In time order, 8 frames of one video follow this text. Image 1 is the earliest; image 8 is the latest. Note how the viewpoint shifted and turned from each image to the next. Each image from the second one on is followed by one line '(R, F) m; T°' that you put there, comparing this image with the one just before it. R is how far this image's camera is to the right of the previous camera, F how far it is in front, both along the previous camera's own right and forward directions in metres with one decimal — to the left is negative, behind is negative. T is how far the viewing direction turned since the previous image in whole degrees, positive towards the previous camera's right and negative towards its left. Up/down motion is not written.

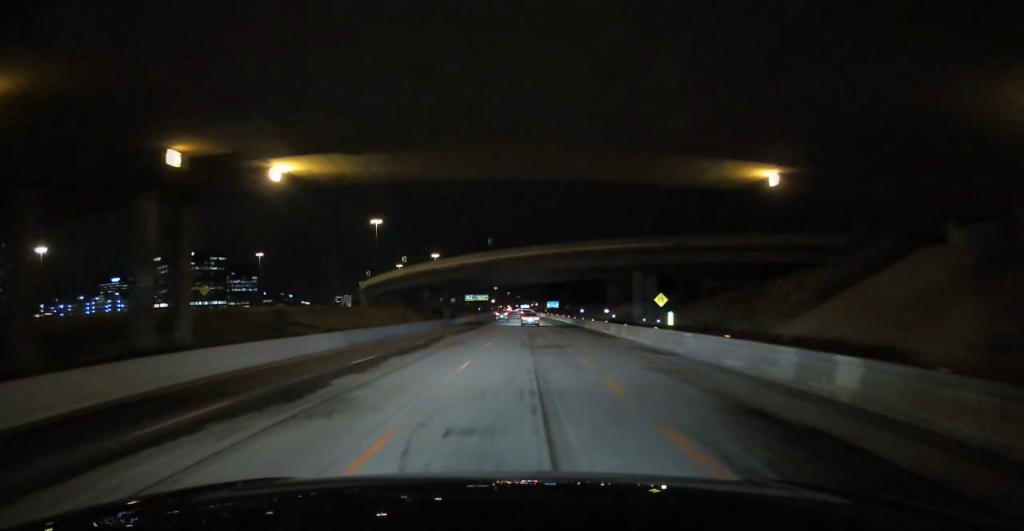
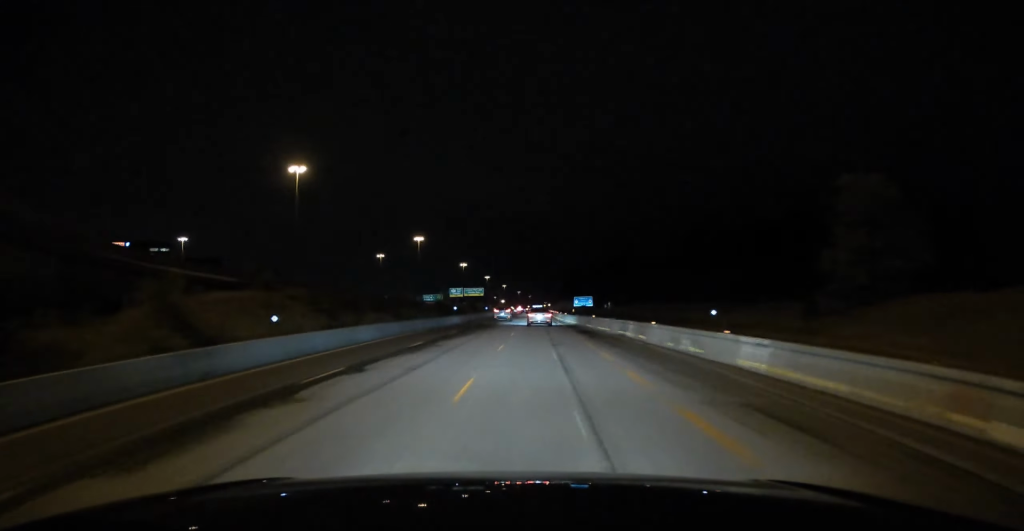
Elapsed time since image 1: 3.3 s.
(-0.6, +102.9) m; 0°
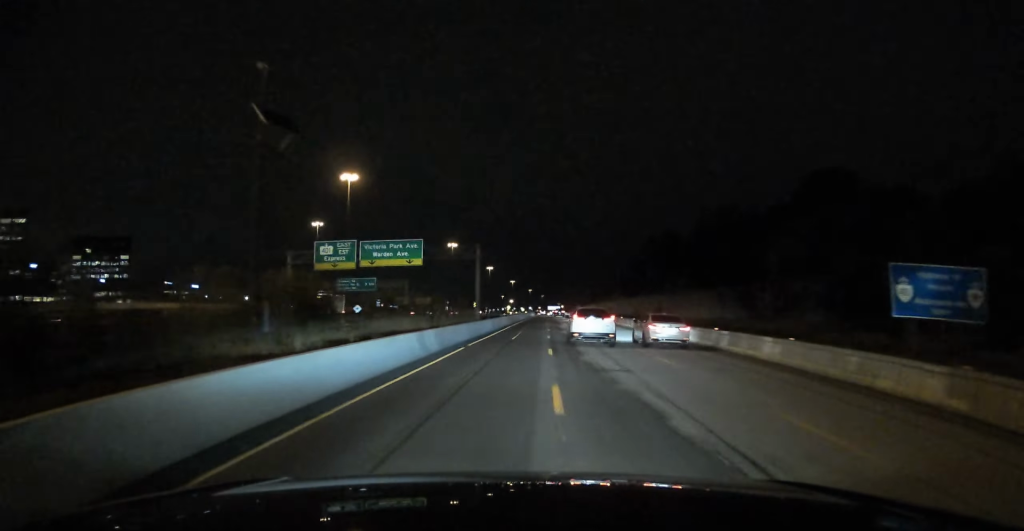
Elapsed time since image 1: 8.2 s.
(-0.3, +153.3) m; +1°
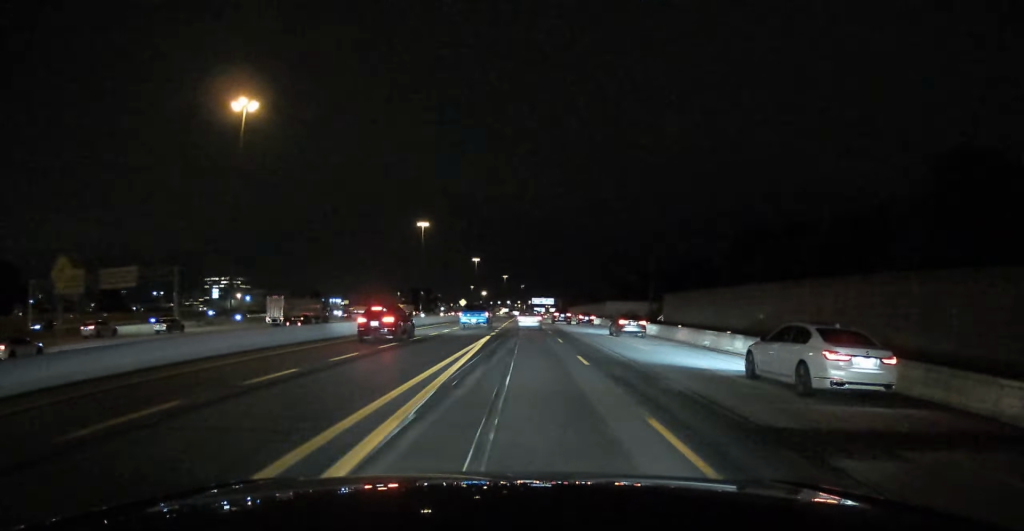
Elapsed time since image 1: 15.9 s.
(+2.8, +225.2) m; +1°
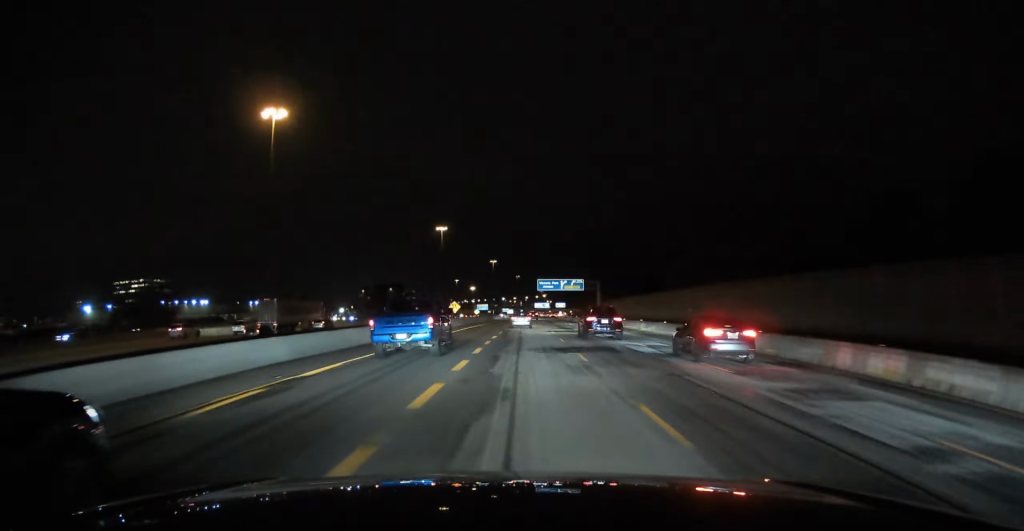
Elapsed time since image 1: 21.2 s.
(+0.2, +158.9) m; +1°
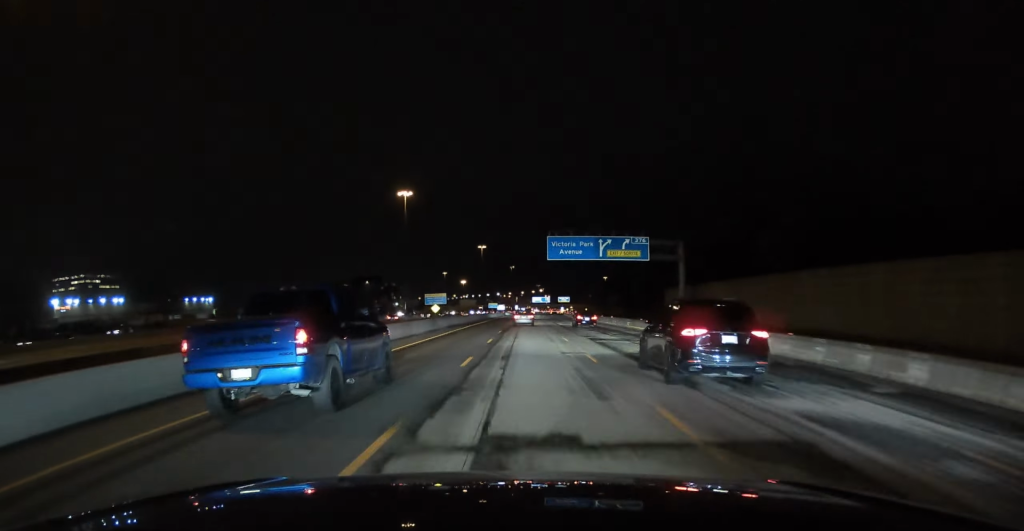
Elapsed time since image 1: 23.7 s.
(-0.1, +74.2) m; 0°
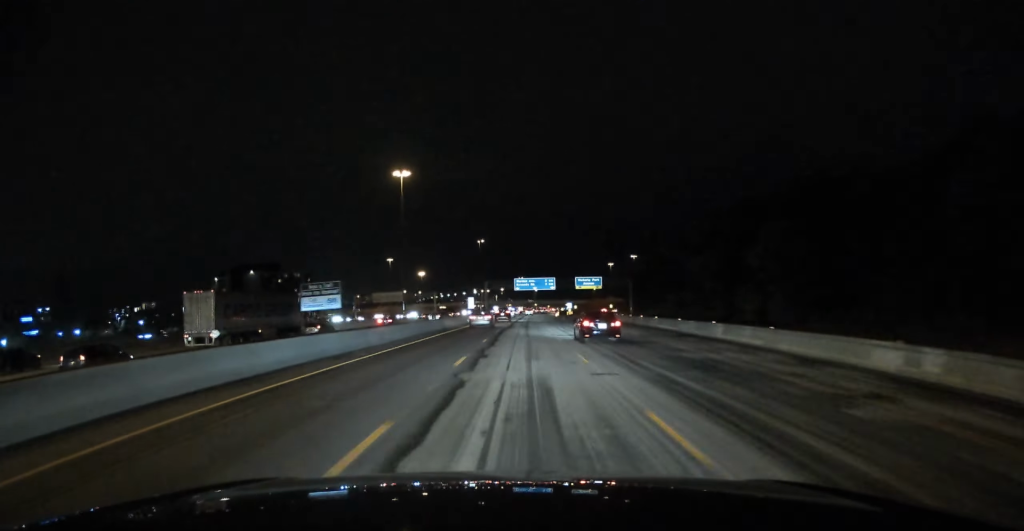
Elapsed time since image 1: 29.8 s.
(+2.9, +204.7) m; +1°
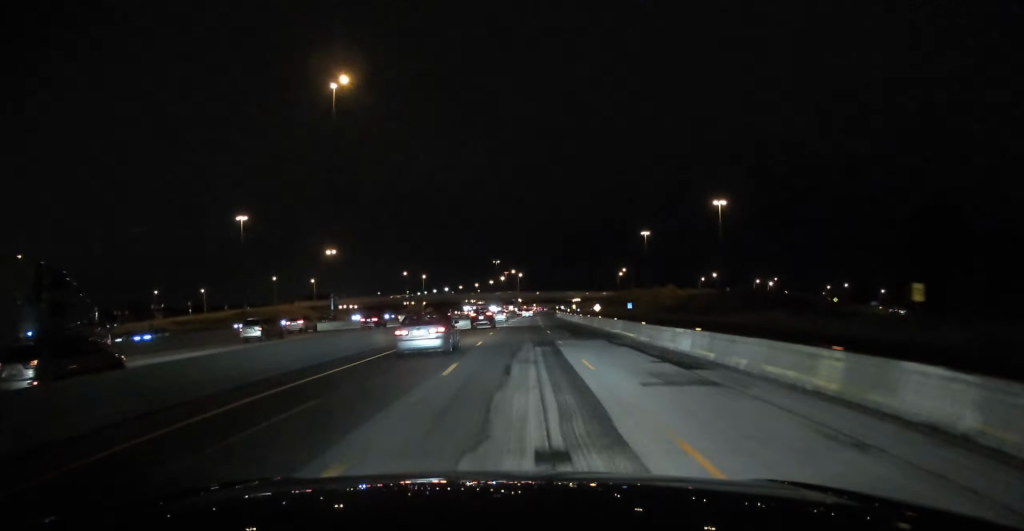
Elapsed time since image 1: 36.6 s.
(+3.8, +235.1) m; +2°
